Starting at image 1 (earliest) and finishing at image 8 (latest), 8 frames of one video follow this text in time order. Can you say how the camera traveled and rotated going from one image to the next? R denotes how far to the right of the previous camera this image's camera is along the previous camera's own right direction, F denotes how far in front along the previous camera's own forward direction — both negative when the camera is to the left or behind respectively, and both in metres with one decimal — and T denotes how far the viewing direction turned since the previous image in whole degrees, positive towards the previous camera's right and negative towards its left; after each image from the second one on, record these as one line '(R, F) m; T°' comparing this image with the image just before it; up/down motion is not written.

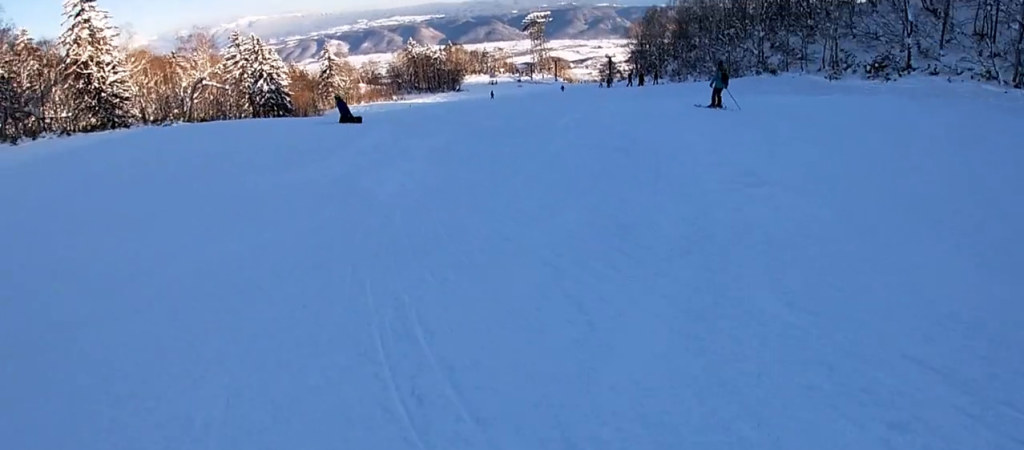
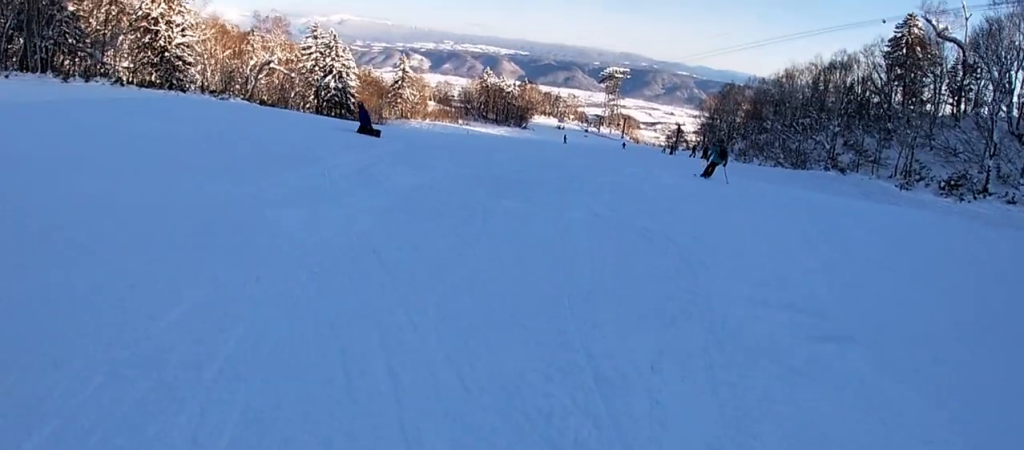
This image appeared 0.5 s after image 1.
(-0.1, +2.8) m; -5°
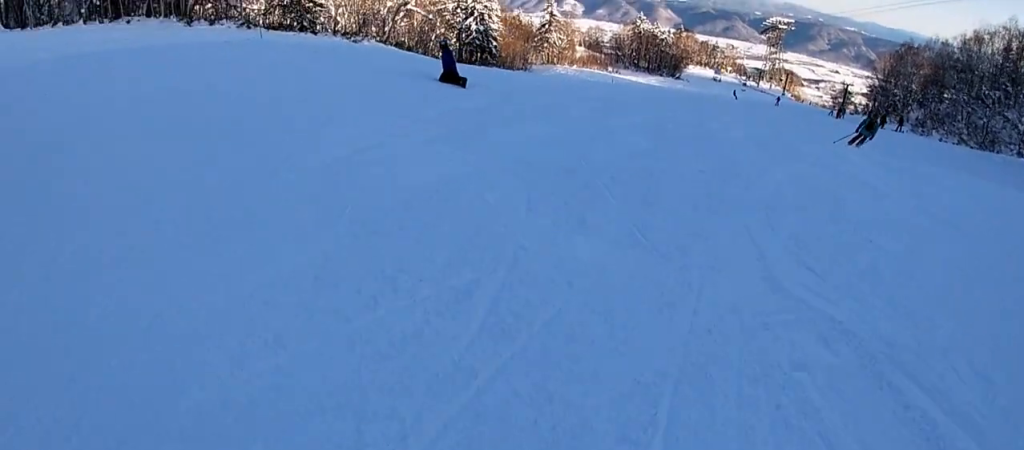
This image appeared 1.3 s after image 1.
(-0.3, +4.8) m; -8°
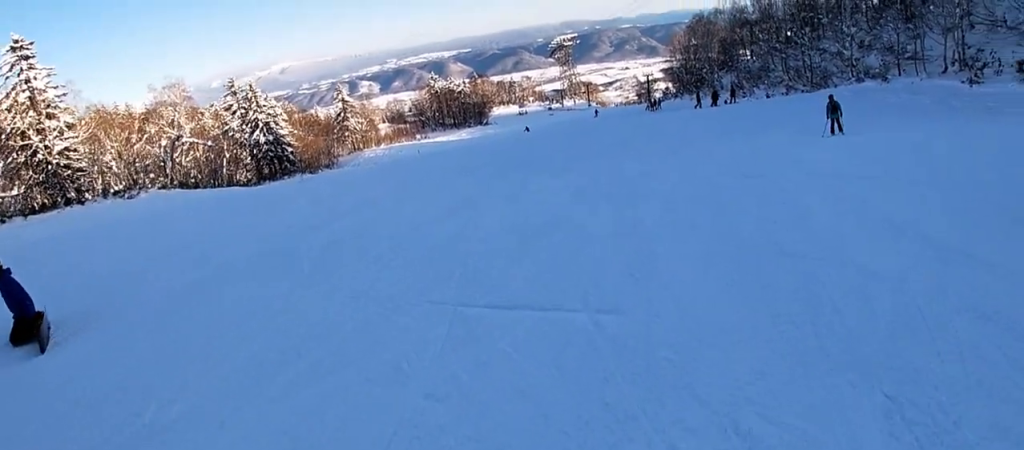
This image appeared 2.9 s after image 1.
(+0.5, +8.4) m; +22°
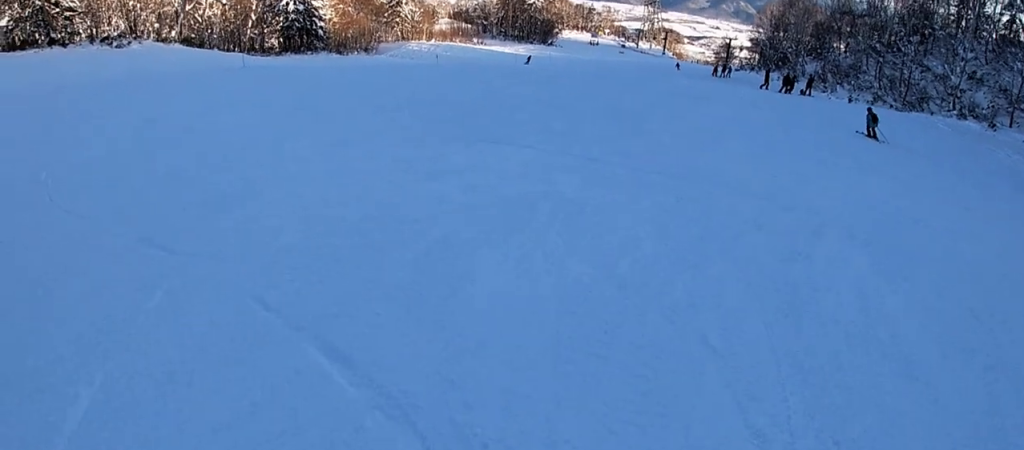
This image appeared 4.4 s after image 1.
(+1.0, +8.6) m; -11°
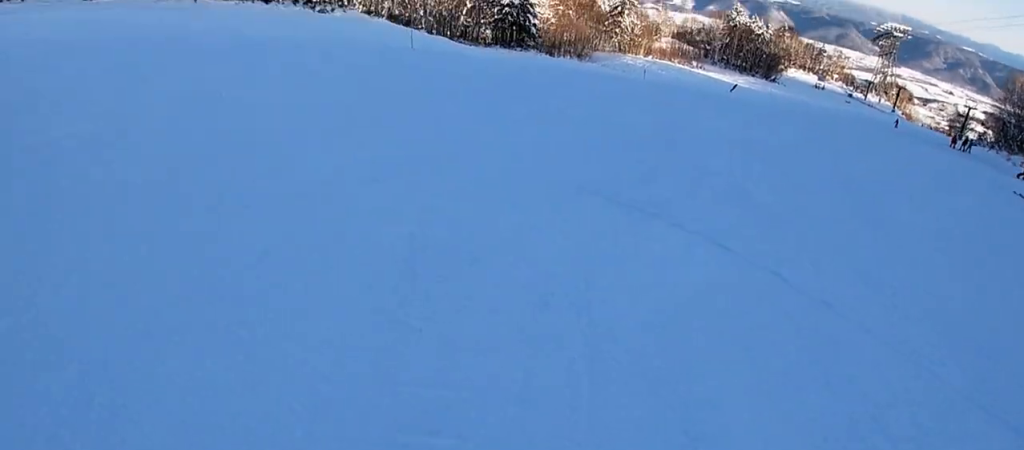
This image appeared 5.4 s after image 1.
(-1.6, +4.9) m; -18°
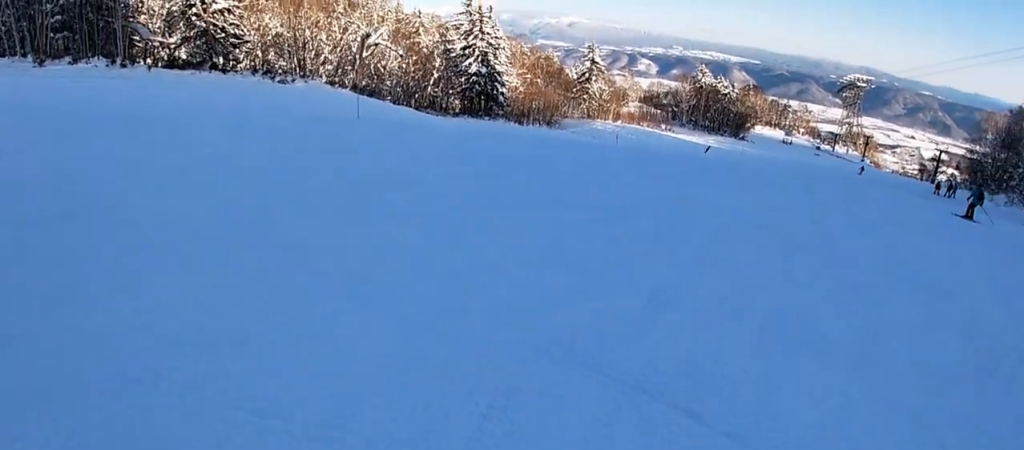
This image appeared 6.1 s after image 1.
(-0.3, +3.6) m; +5°
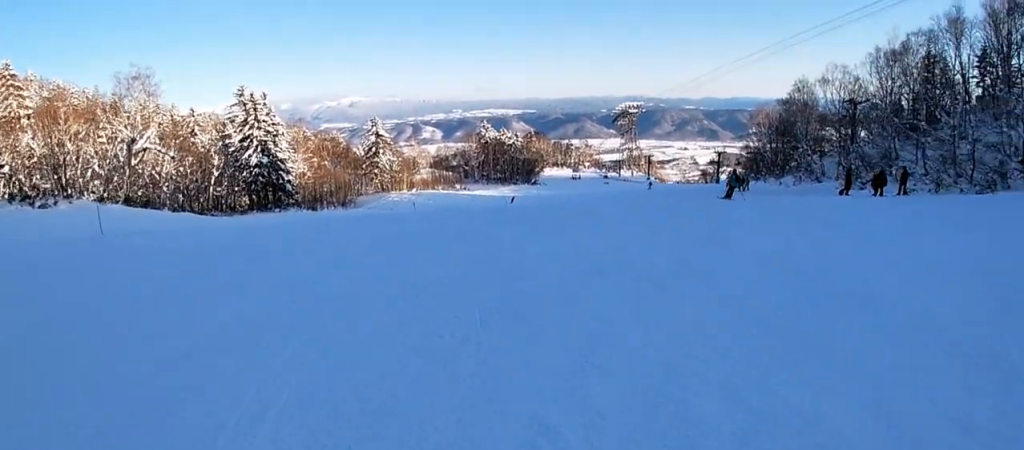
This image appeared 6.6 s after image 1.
(+0.4, +2.9) m; +7°
